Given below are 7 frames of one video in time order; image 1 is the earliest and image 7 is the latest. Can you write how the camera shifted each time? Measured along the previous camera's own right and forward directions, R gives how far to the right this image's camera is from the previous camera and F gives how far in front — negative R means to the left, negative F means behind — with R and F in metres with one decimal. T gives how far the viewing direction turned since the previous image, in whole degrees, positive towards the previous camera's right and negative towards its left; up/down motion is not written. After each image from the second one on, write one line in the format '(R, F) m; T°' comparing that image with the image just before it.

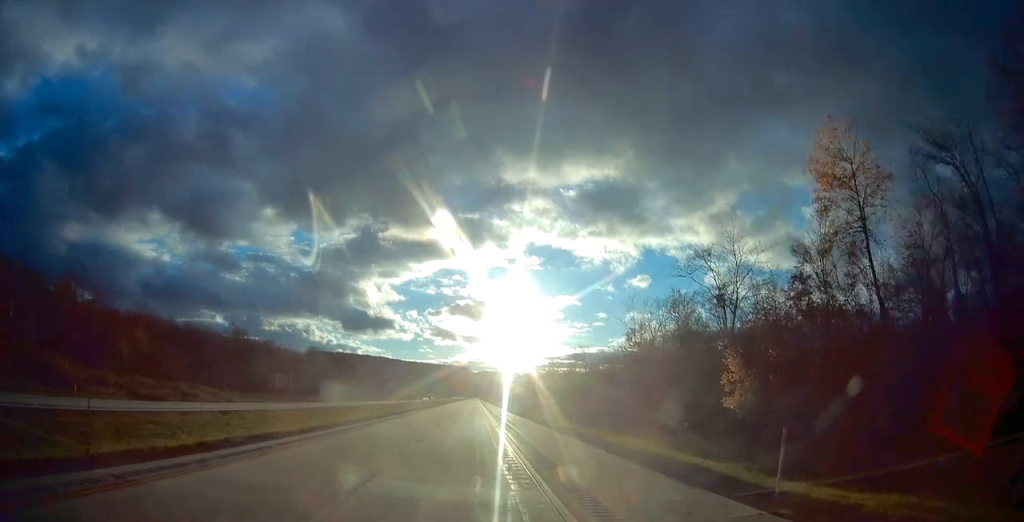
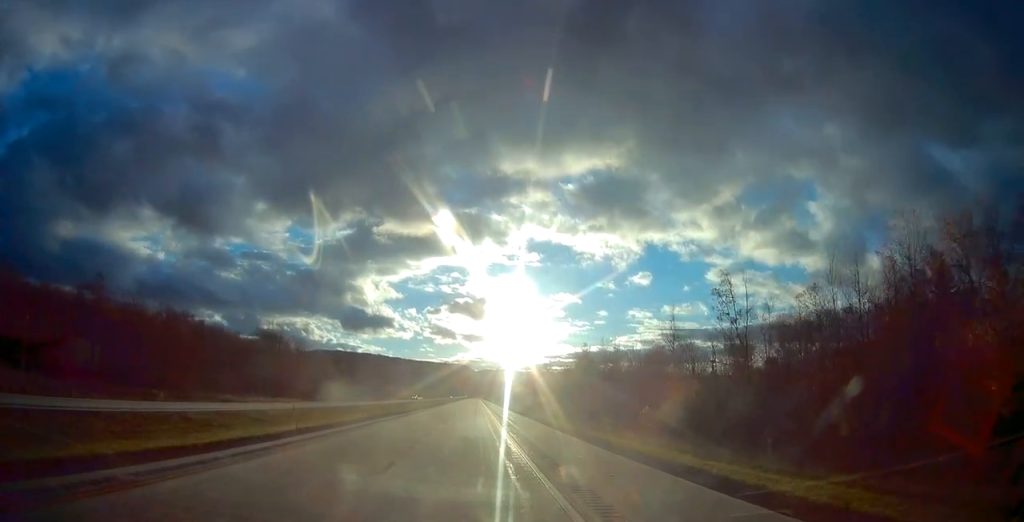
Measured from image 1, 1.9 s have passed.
(-0.4, +58.1) m; -1°
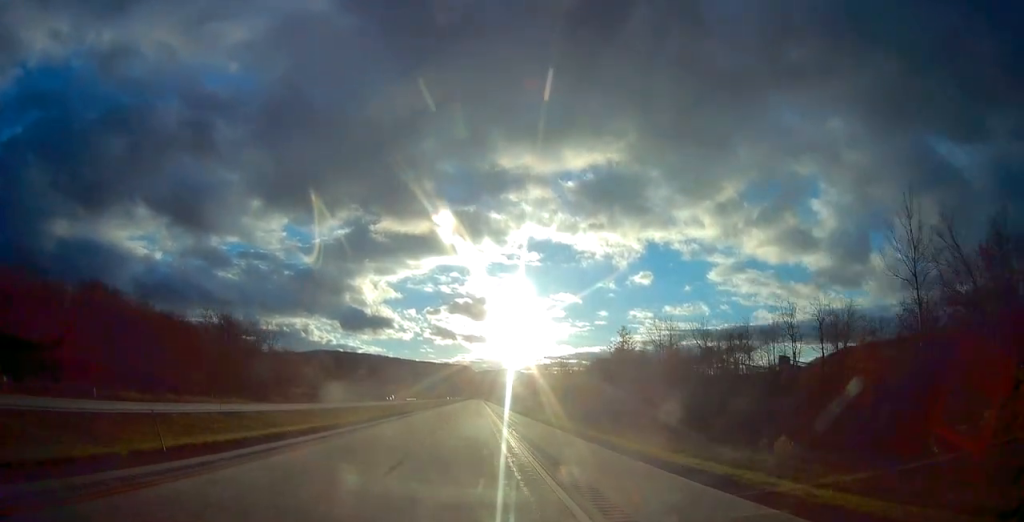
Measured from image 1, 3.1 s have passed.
(+0.1, +36.7) m; 0°
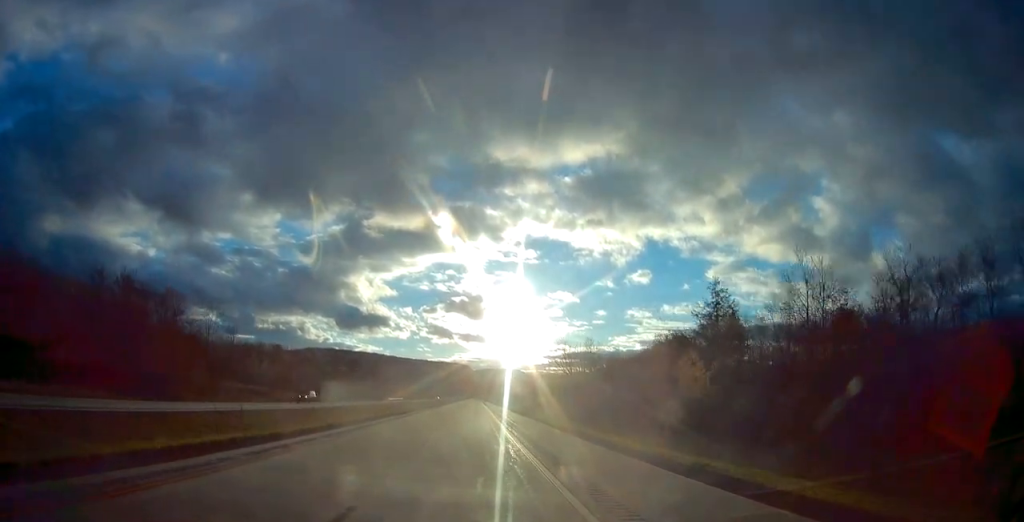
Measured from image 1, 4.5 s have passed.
(+0.1, +43.8) m; 0°
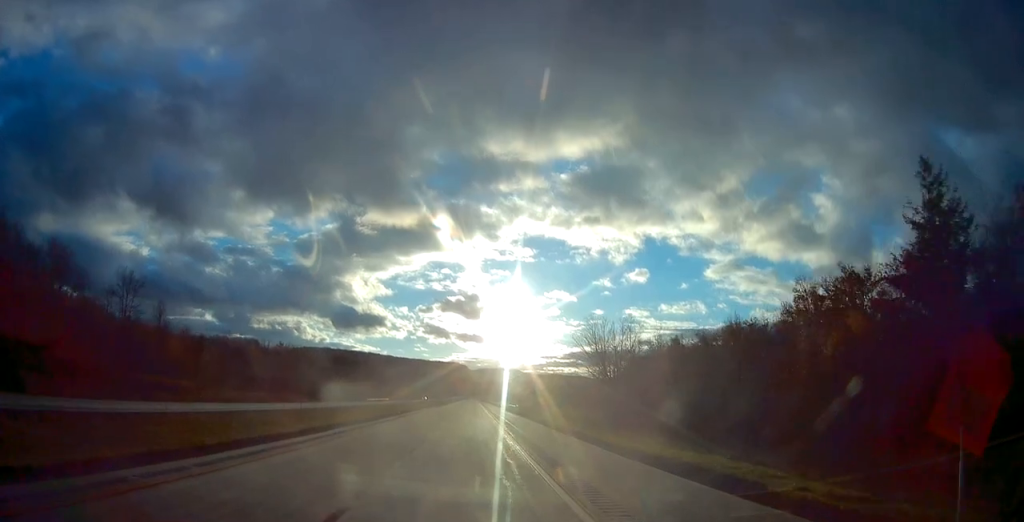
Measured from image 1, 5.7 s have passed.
(-0.1, +36.6) m; 0°
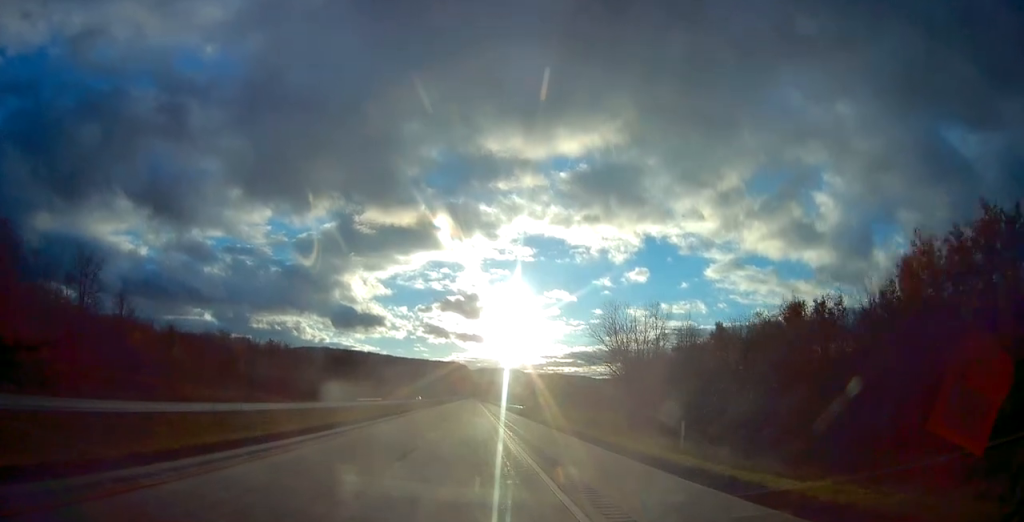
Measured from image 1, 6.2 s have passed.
(+0.1, +14.2) m; 0°
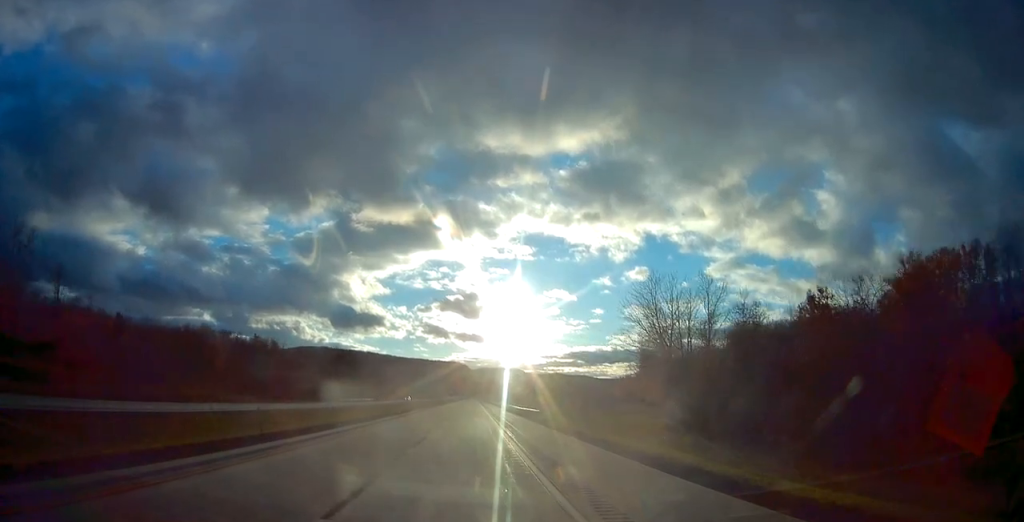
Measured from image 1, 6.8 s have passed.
(0.0, +19.3) m; 0°
